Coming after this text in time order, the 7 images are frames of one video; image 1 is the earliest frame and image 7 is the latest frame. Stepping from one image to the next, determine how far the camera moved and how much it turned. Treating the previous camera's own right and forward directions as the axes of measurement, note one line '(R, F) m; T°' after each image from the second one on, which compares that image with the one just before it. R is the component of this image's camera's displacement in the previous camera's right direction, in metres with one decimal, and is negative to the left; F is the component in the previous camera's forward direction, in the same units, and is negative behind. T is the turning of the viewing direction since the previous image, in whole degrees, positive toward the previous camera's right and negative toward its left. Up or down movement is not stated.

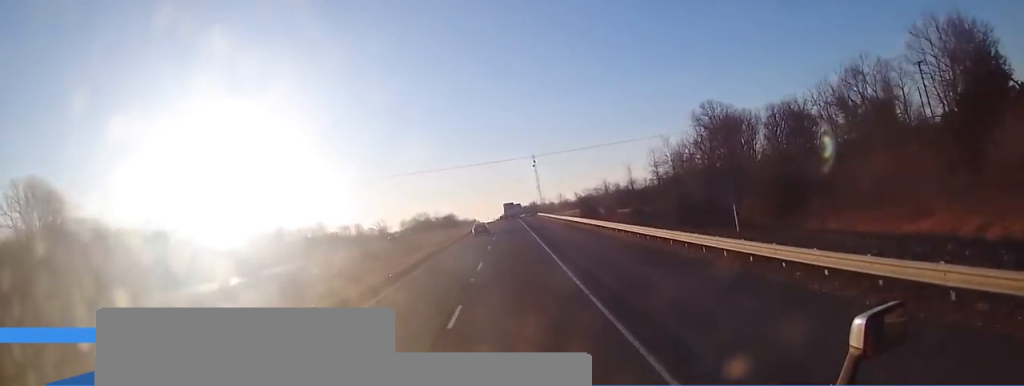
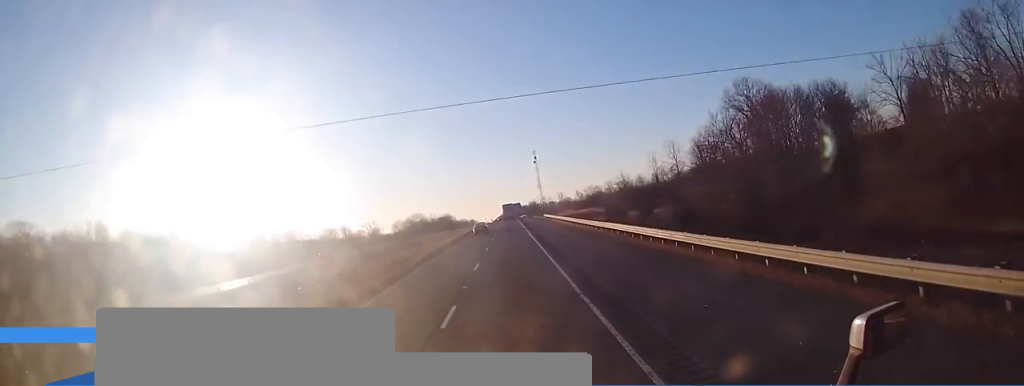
(+0.5, +24.6) m; +1°
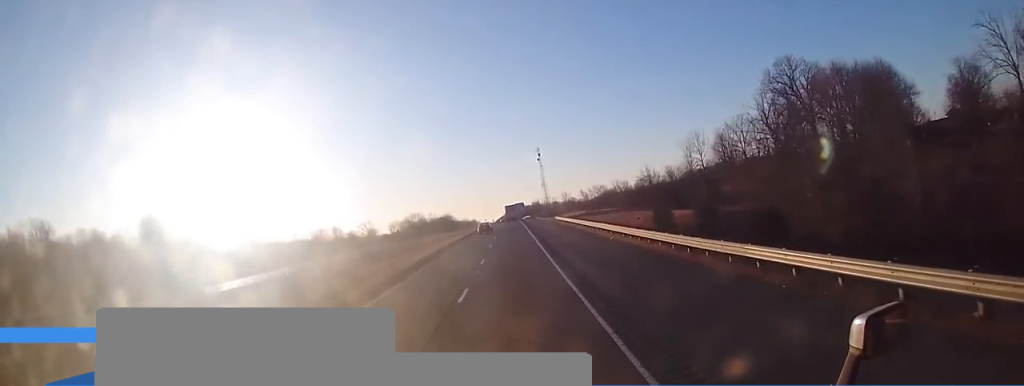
(-0.2, +20.4) m; -1°
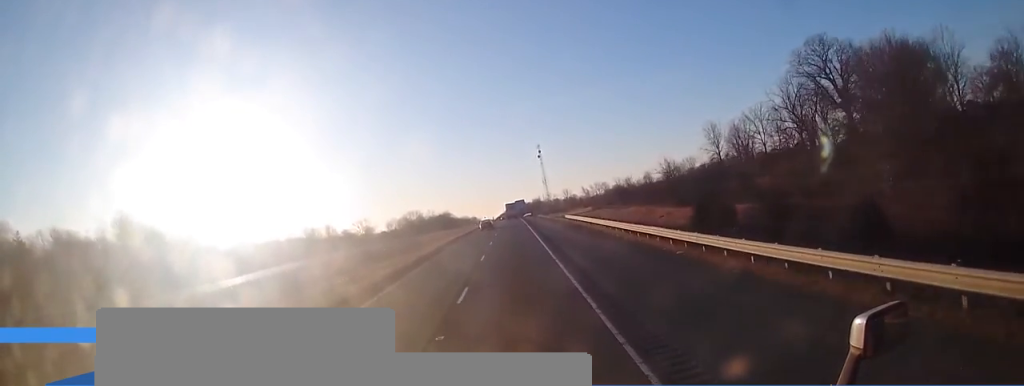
(0.0, +12.5) m; 0°
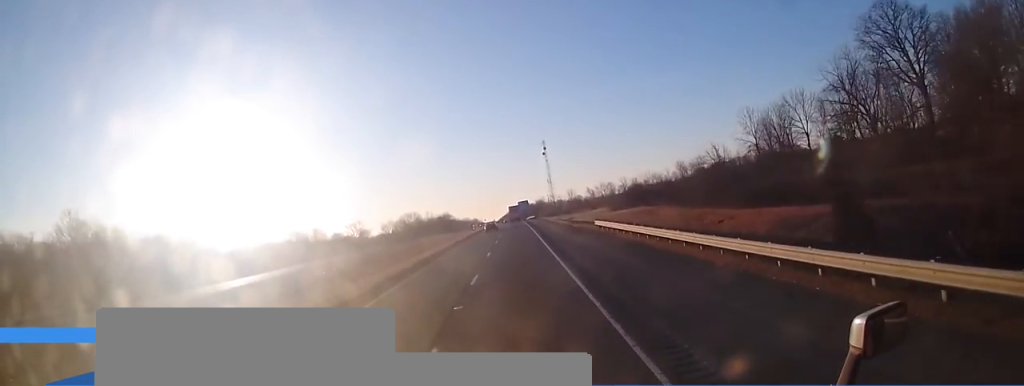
(-0.2, +20.8) m; 0°
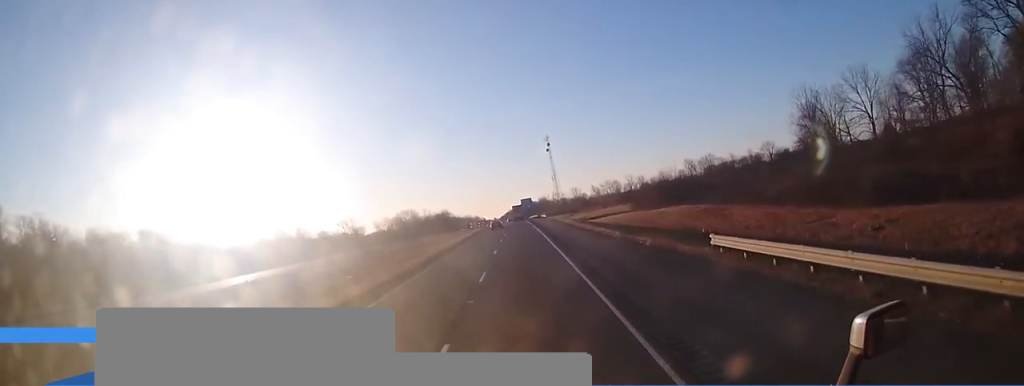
(0.0, +24.0) m; 0°
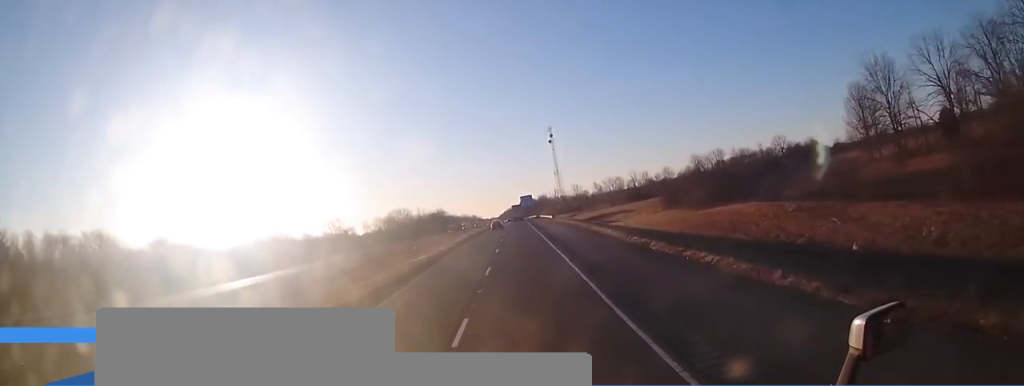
(0.0, +20.7) m; 0°
